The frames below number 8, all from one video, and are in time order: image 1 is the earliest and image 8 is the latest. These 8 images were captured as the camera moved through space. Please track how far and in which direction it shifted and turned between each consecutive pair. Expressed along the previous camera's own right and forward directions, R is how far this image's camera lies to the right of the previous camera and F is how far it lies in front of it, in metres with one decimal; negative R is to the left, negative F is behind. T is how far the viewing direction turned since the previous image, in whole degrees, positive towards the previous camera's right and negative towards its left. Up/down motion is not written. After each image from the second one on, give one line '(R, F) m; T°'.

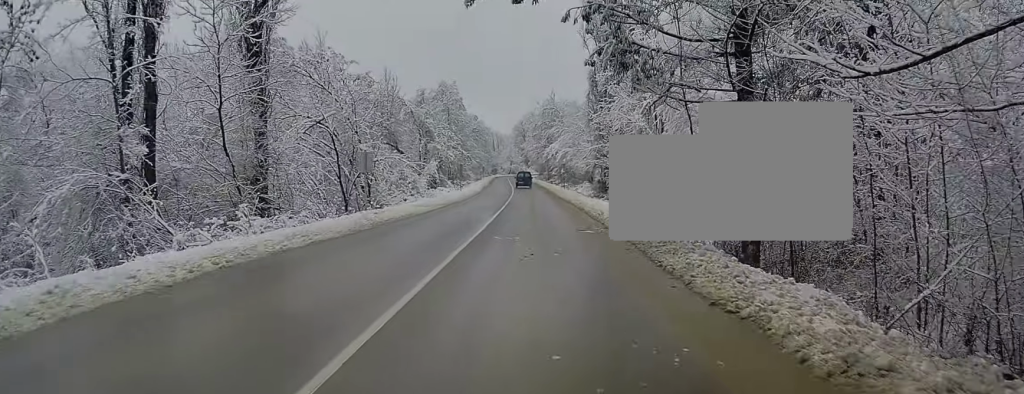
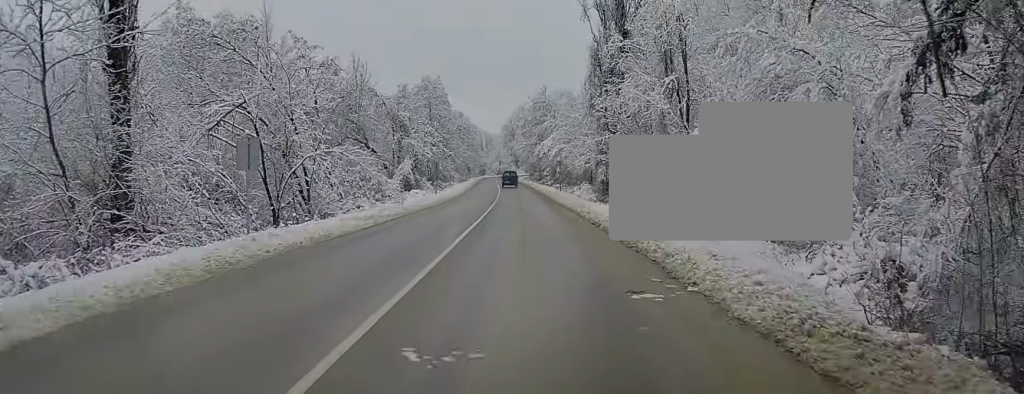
(+0.3, +9.5) m; +3°
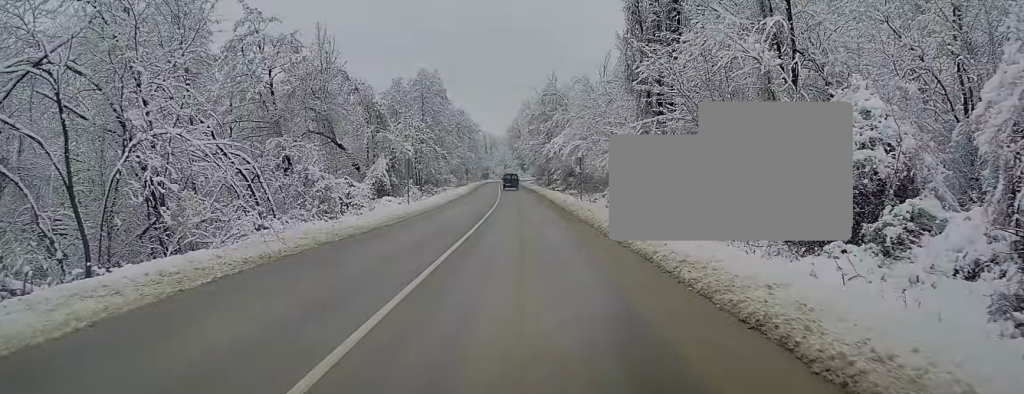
(+0.4, +13.4) m; +3°
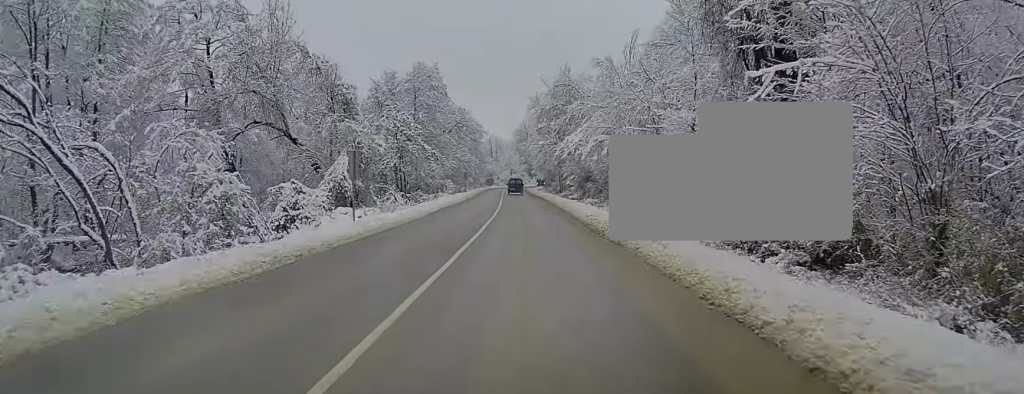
(+0.3, +12.1) m; +2°
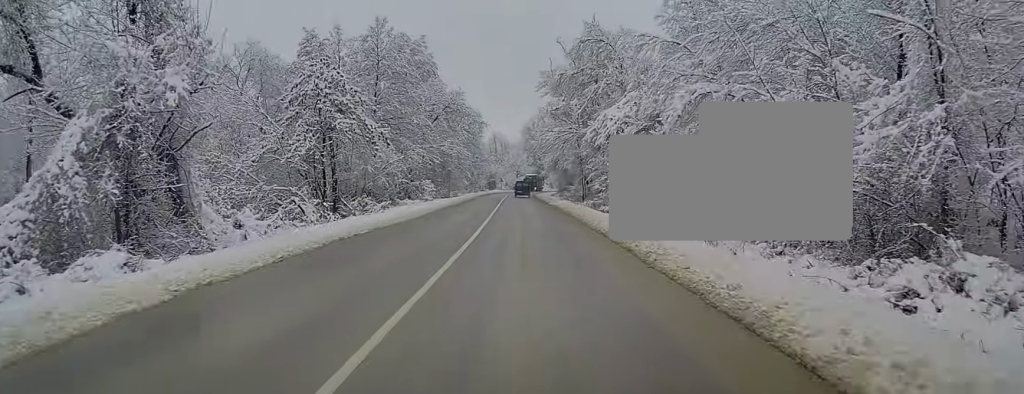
(+0.1, +23.2) m; 0°
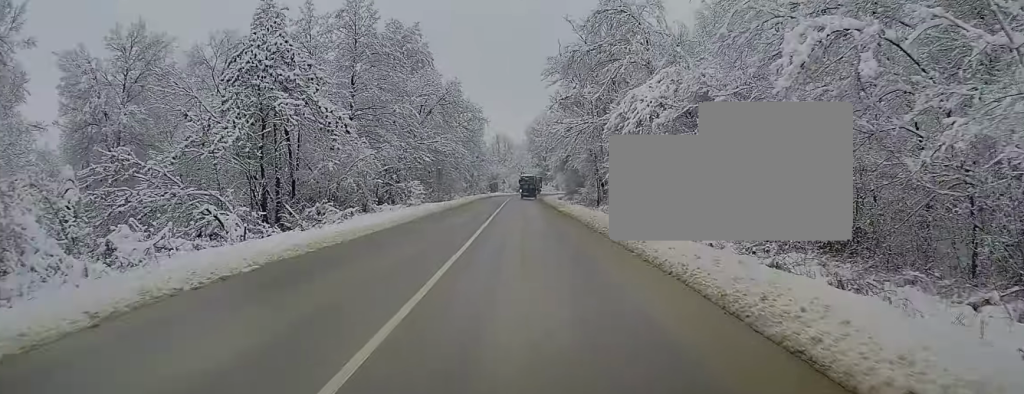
(0.0, +8.3) m; 0°
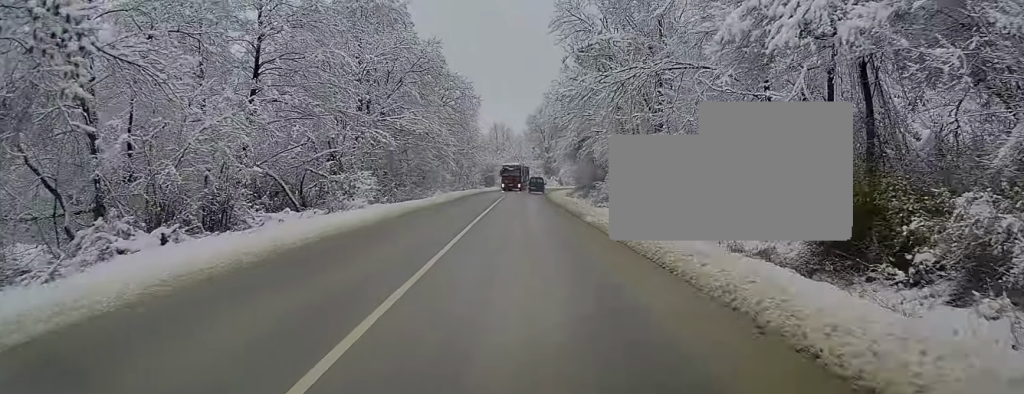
(-0.1, +16.5) m; 0°
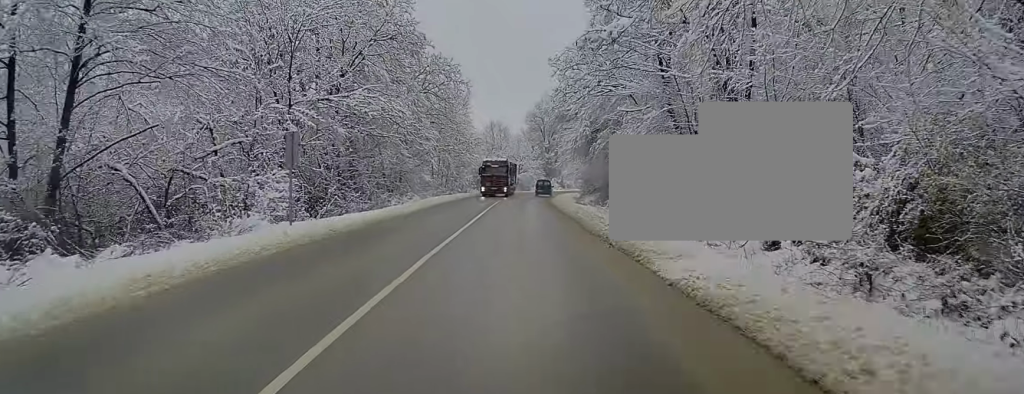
(0.0, +12.9) m; 0°
